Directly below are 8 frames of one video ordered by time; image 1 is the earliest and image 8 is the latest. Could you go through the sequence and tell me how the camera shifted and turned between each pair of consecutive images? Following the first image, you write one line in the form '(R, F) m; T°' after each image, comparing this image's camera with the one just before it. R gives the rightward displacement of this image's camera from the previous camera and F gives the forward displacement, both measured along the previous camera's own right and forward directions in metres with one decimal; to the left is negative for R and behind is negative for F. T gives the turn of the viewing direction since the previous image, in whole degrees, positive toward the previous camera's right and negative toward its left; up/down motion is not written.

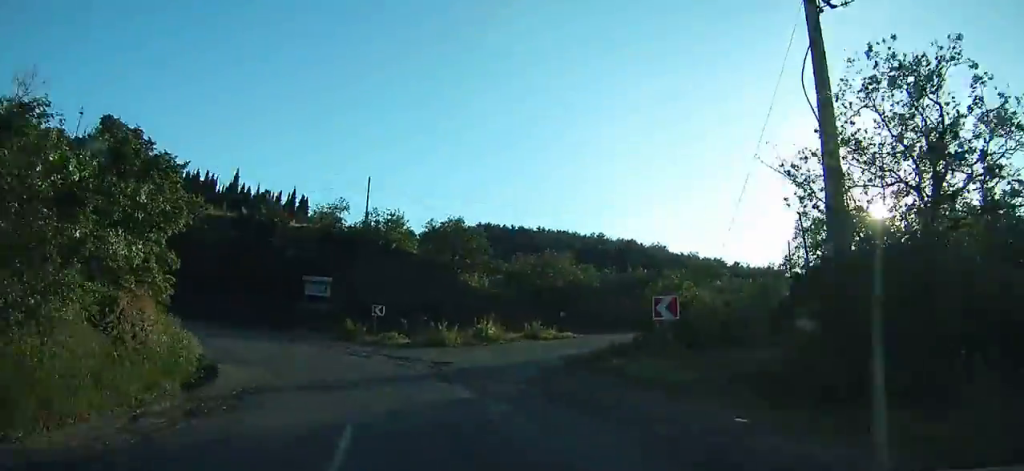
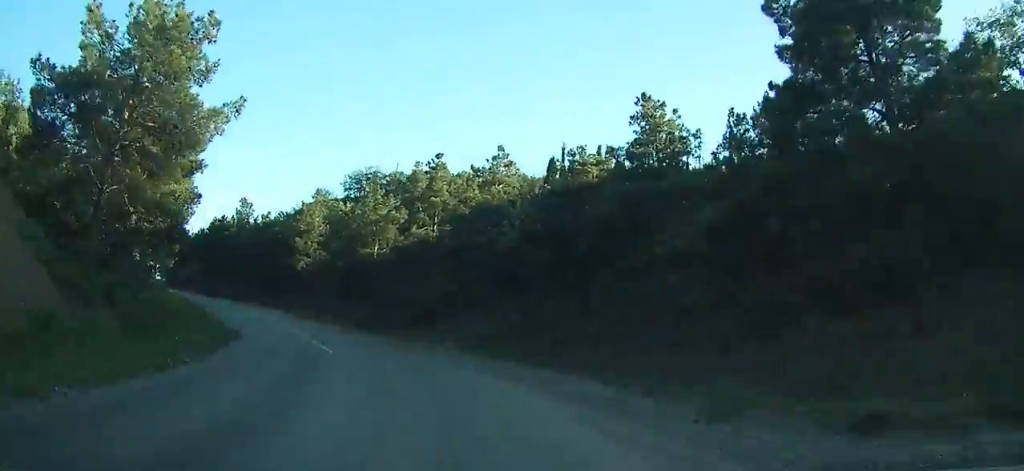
(-10.5, +35.4) m; -49°
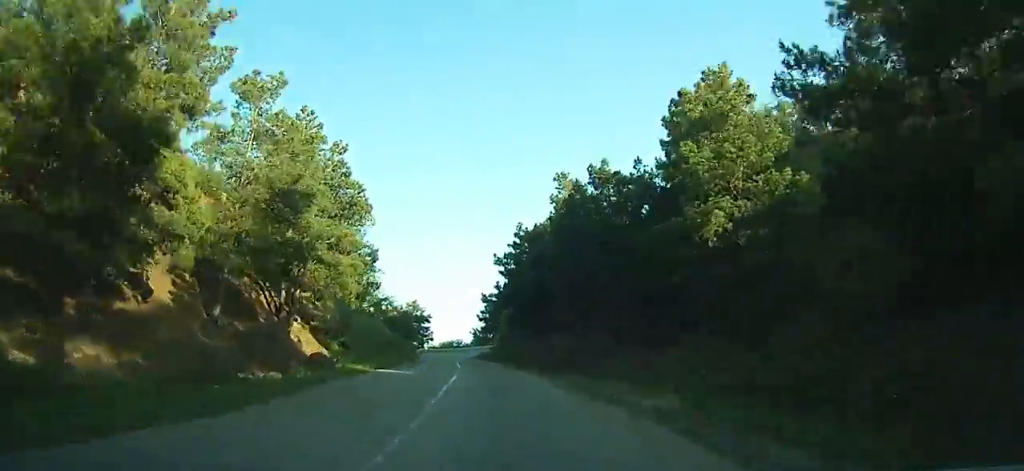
(-18.4, +35.1) m; -38°
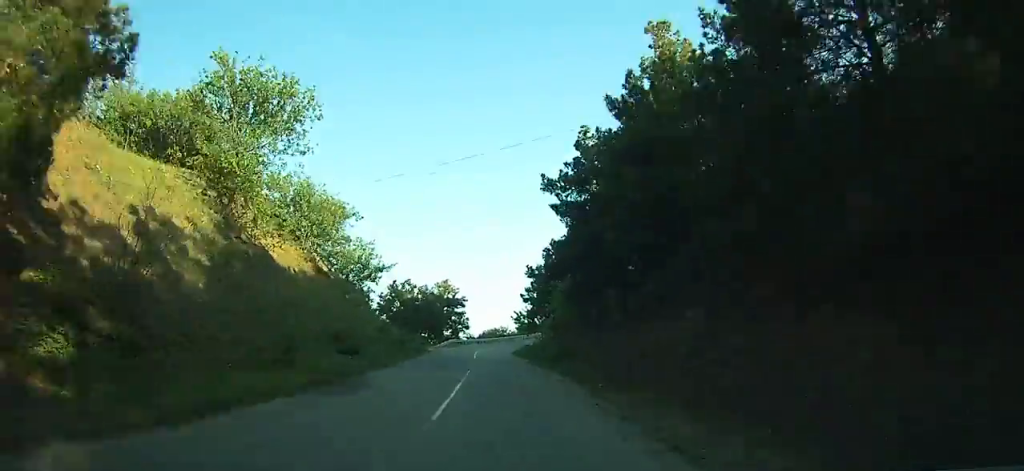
(-2.0, +18.8) m; -7°
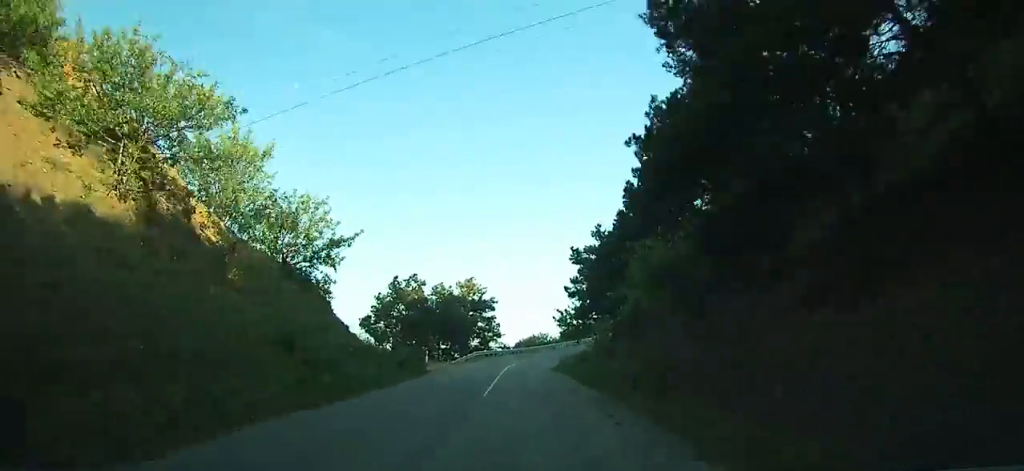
(-0.7, +15.7) m; -3°
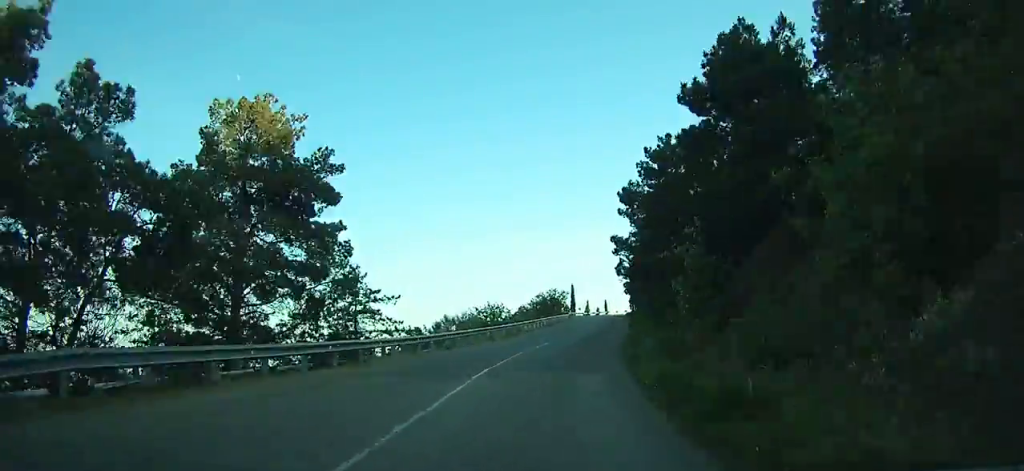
(-1.2, +47.0) m; +3°
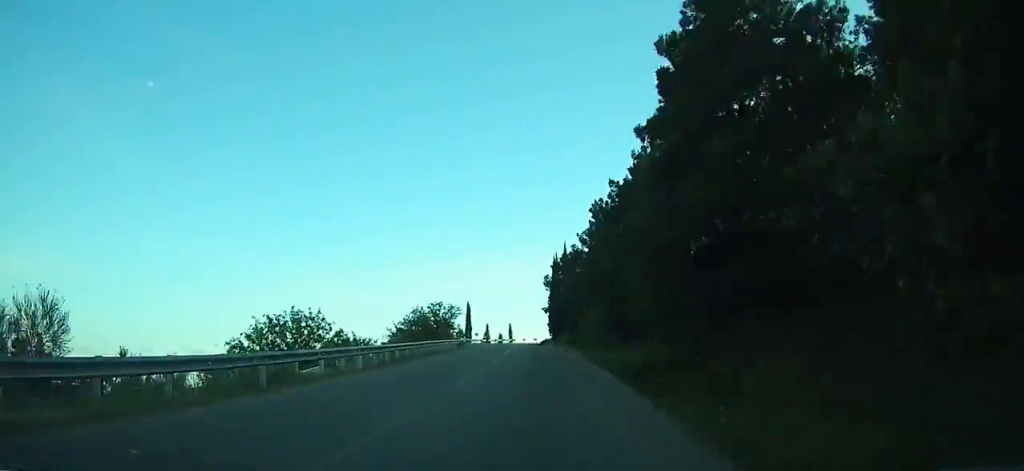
(+1.0, +29.5) m; +5°
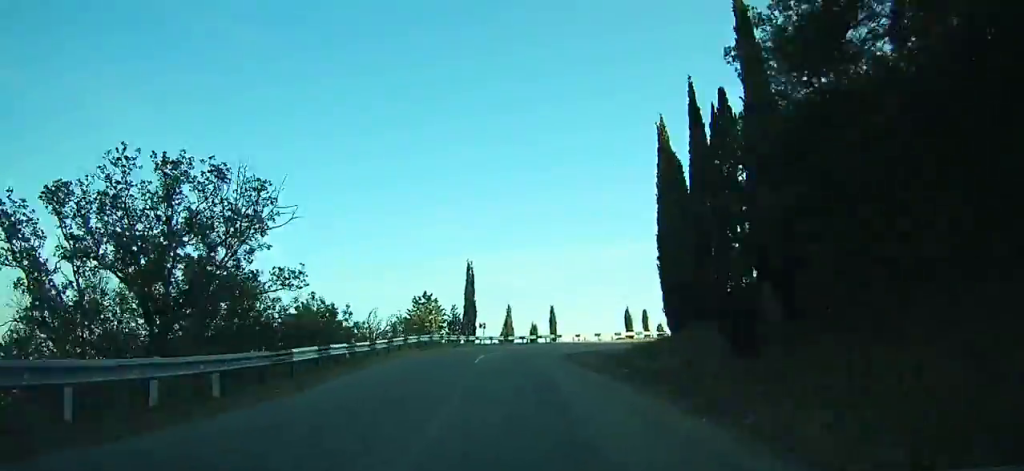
(+2.6, +49.4) m; +5°
